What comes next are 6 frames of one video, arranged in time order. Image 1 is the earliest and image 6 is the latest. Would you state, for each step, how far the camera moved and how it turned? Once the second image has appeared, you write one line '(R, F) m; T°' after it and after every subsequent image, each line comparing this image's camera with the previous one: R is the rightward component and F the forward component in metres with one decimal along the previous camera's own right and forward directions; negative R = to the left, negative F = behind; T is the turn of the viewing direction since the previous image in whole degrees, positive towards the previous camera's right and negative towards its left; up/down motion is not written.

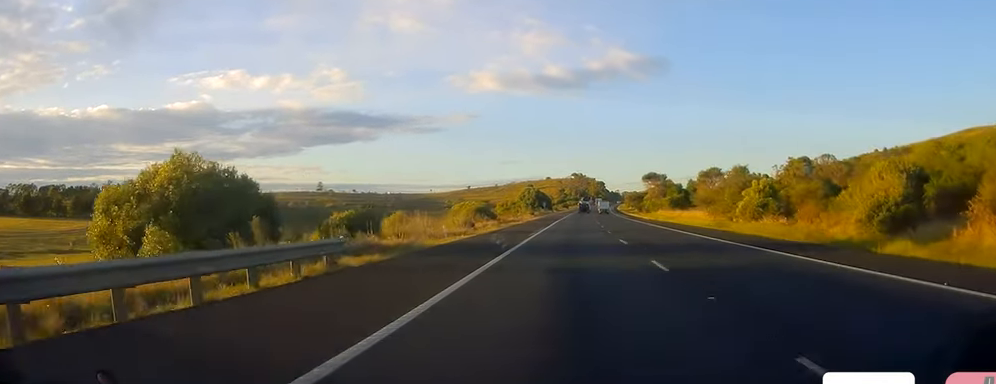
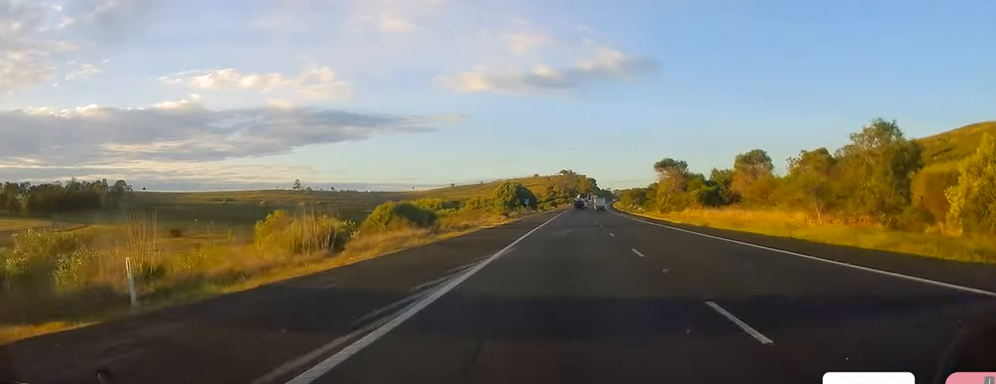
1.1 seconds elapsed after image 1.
(+0.8, +32.0) m; +2°
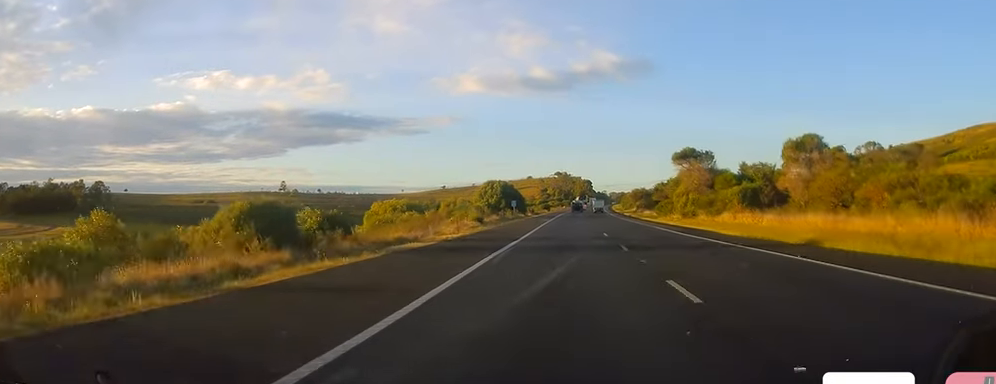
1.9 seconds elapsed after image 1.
(-0.2, +20.7) m; +1°
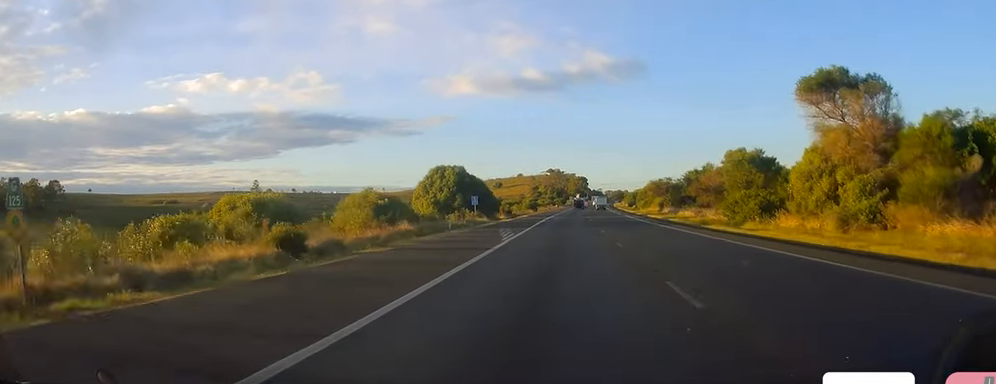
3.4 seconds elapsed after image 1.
(+0.8, +43.3) m; +1°
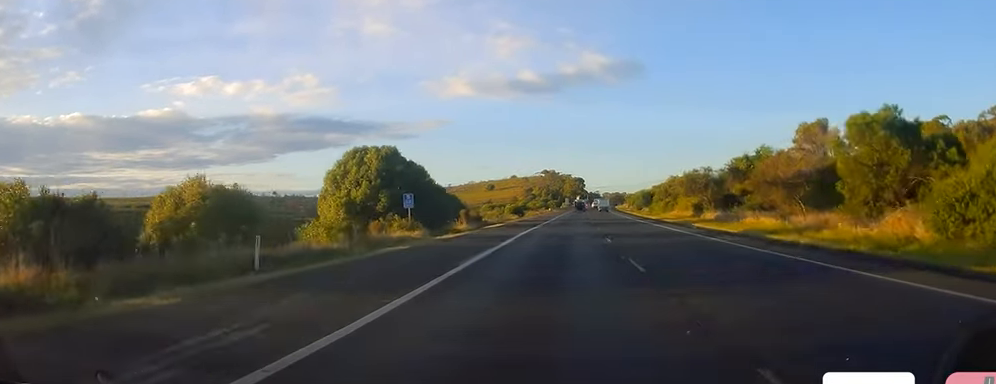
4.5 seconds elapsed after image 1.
(0.0, +30.2) m; -1°
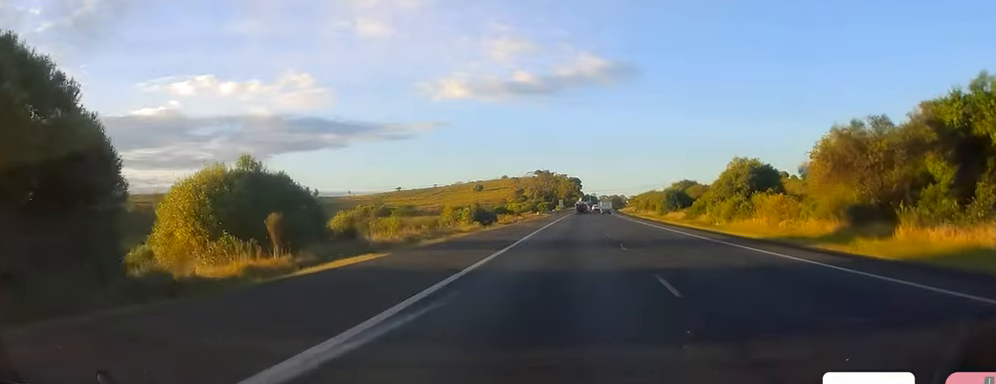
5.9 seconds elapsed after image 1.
(-0.4, +39.5) m; +1°
